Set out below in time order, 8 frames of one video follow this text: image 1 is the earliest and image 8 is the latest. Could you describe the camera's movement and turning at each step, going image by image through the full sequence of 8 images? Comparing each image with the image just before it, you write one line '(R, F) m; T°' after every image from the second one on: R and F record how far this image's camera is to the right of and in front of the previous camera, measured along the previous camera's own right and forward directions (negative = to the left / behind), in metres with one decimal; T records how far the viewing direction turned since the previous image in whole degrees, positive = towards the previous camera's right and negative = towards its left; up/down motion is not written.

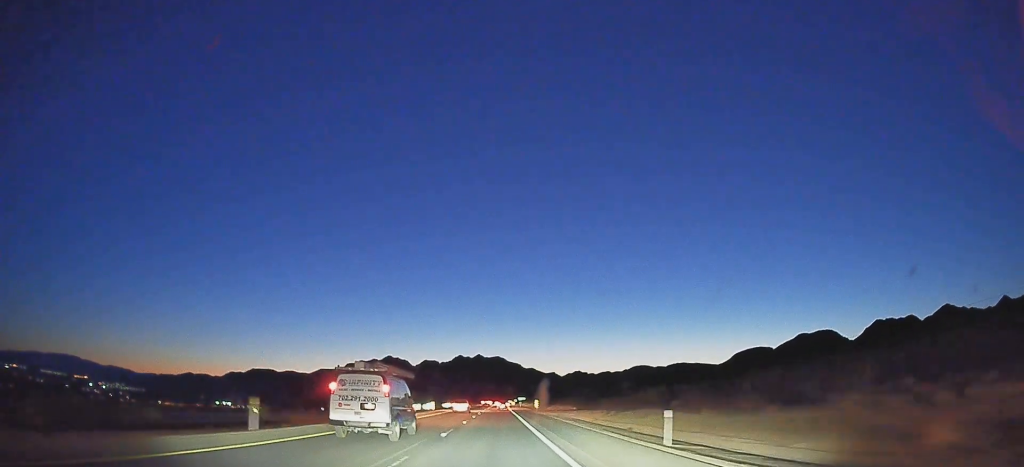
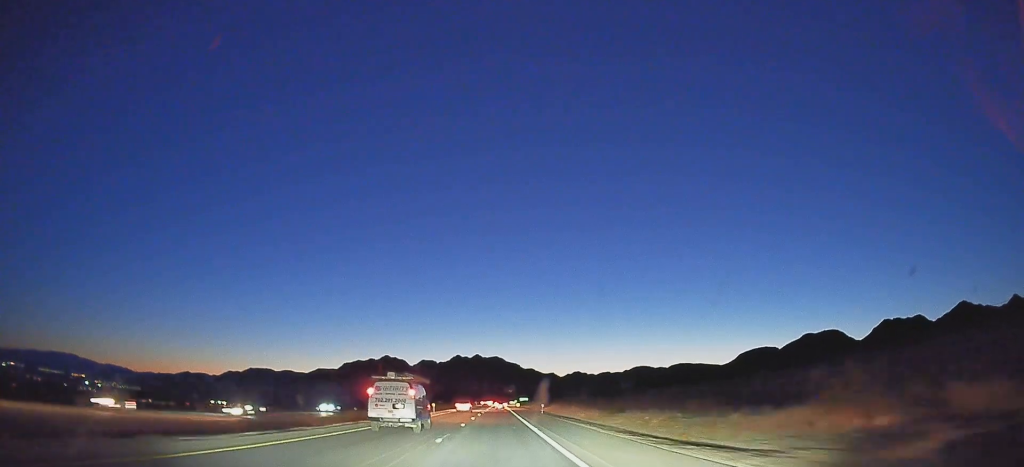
(0.0, +76.9) m; 0°
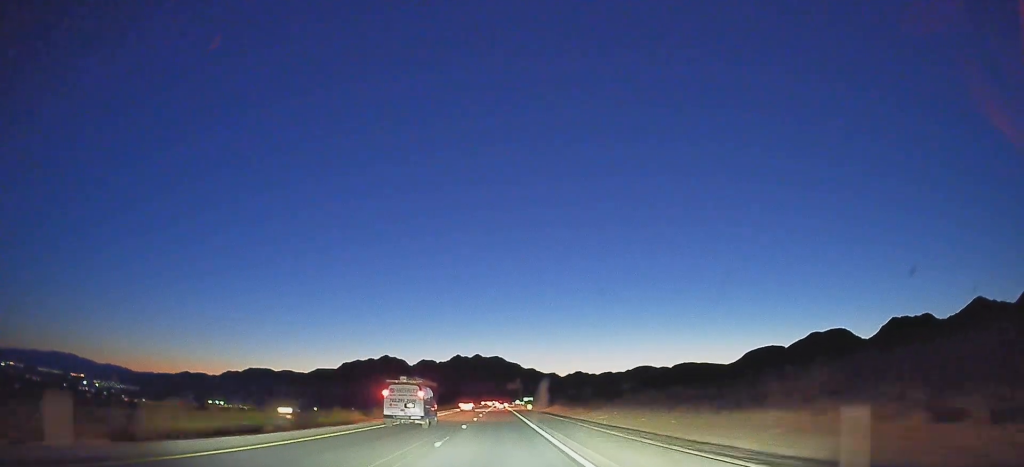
(+0.3, +62.8) m; 0°
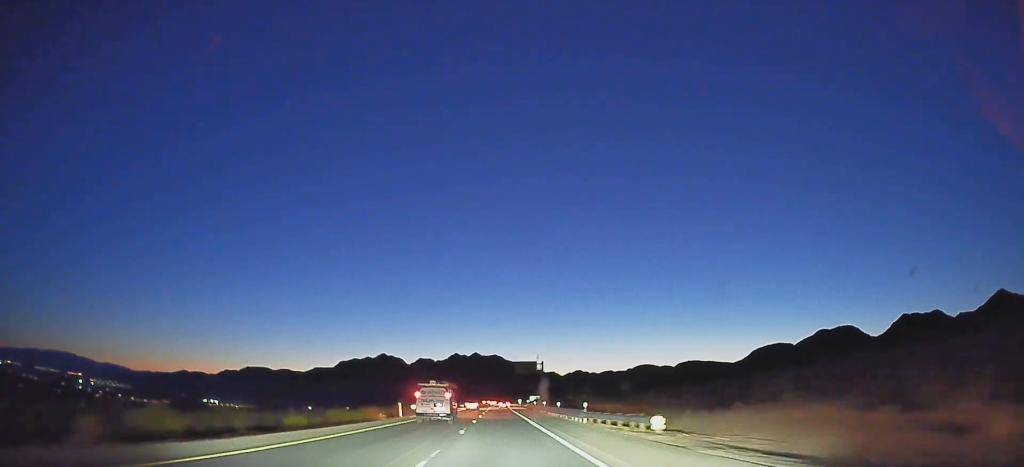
(-0.3, +90.9) m; 0°
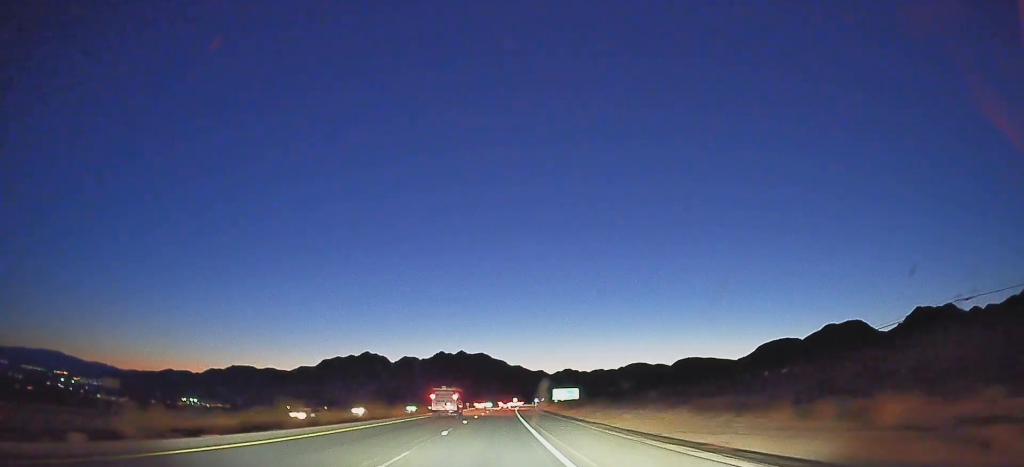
(+2.0, +183.2) m; +2°
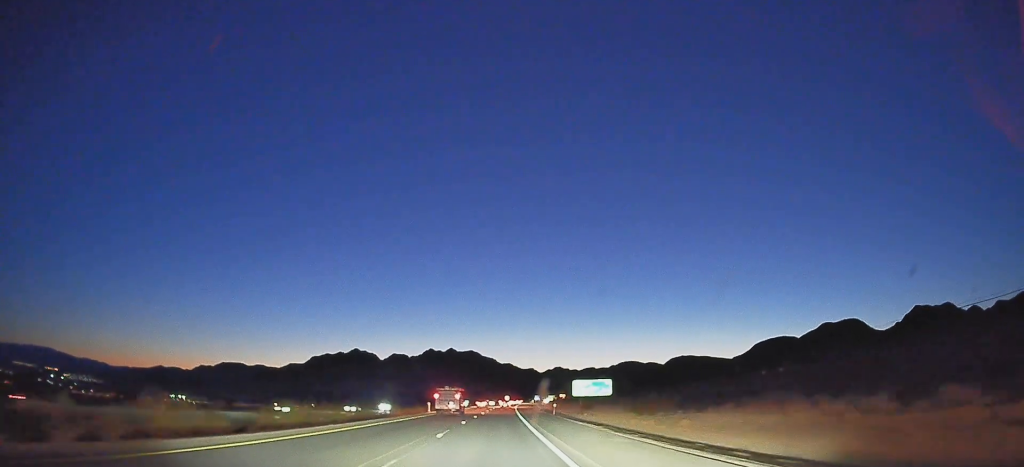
(0.0, +49.8) m; +1°
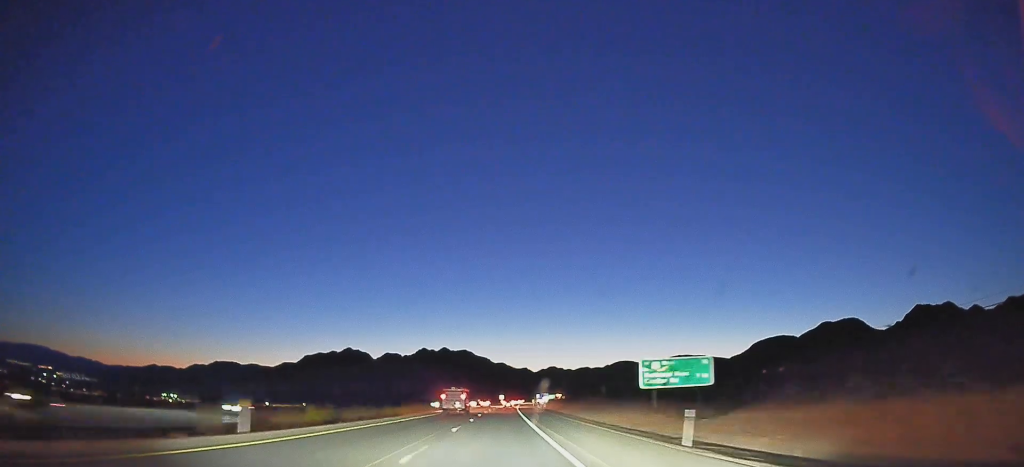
(+0.7, +44.2) m; +1°
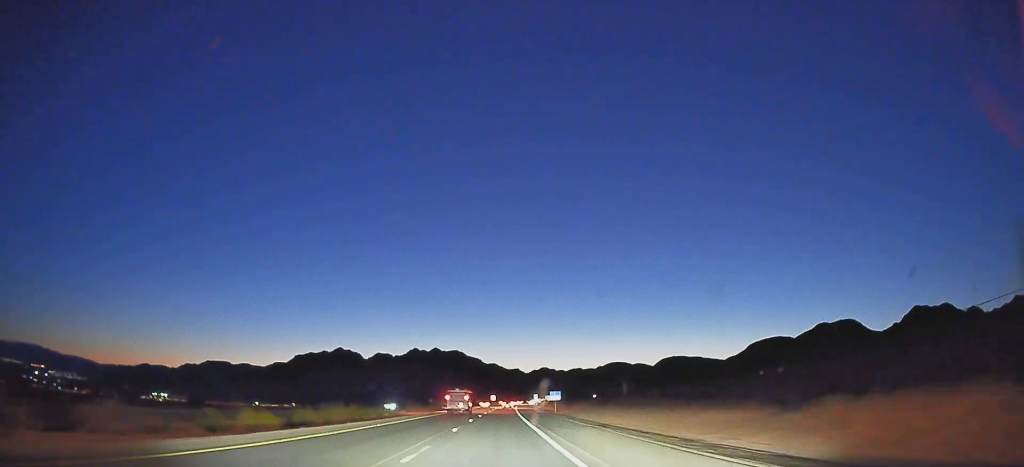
(0.0, +36.0) m; +1°
